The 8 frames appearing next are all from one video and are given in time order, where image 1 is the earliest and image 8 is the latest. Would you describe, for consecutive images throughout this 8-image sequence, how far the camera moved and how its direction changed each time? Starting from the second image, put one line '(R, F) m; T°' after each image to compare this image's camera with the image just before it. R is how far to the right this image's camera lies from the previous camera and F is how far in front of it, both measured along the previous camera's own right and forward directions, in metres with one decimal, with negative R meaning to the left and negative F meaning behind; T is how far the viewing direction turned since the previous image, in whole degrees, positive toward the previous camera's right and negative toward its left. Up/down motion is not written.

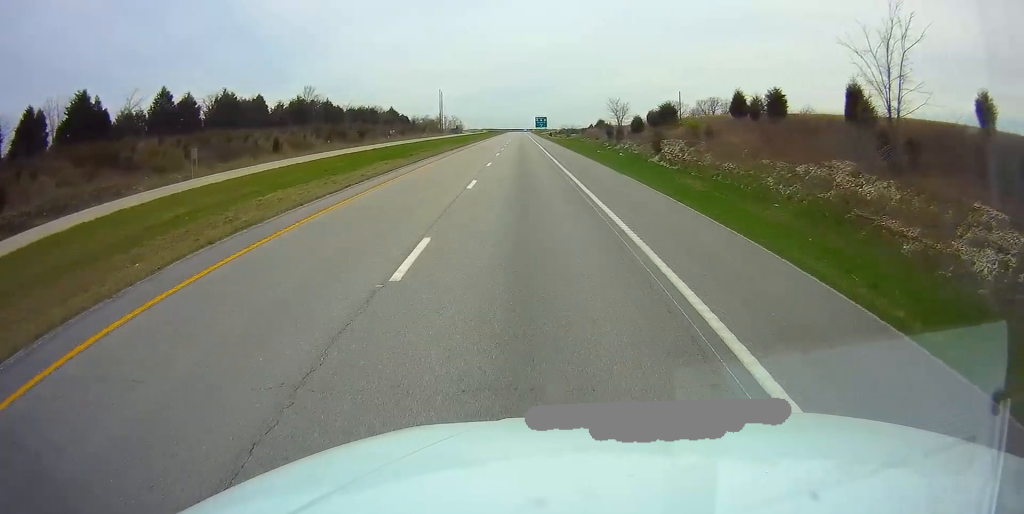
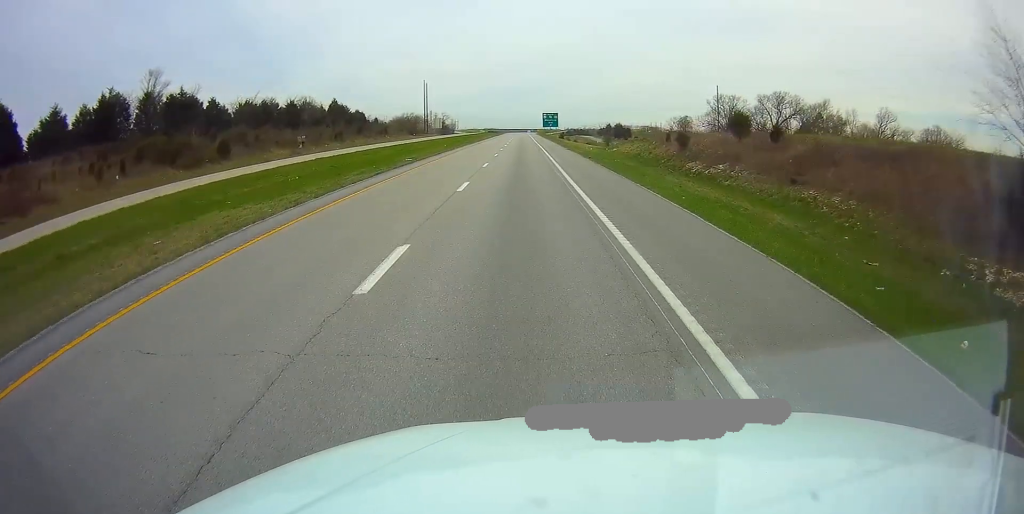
(-0.5, +74.1) m; 0°
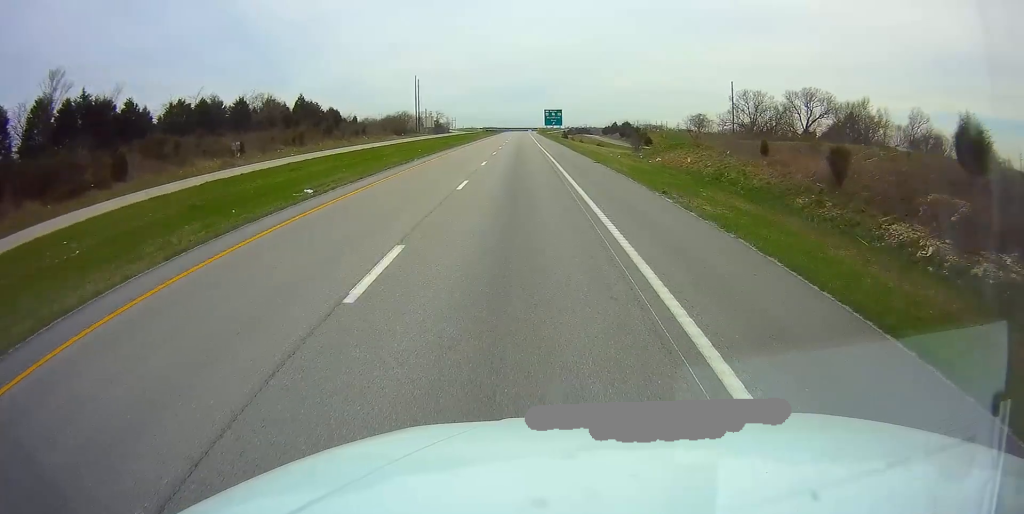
(+0.2, +24.7) m; 0°
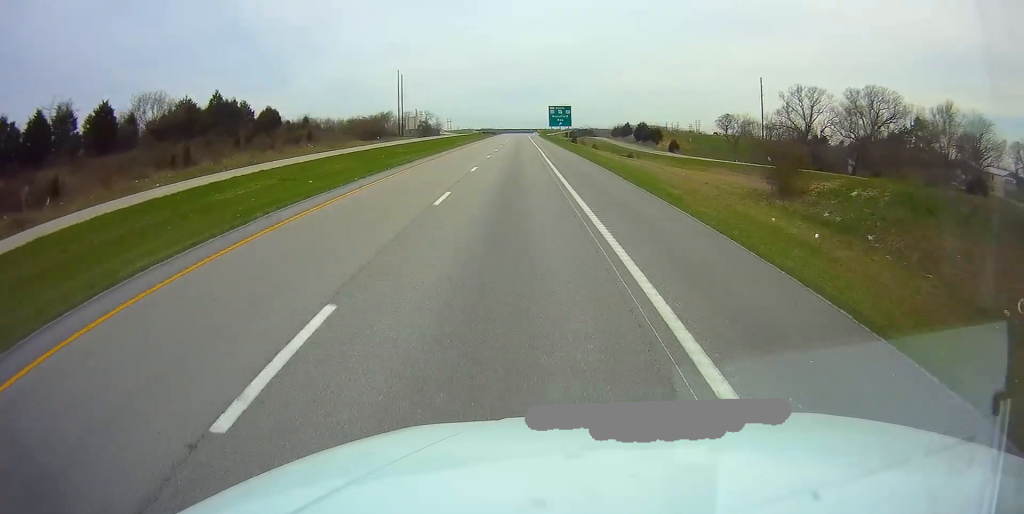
(+0.1, +40.1) m; 0°
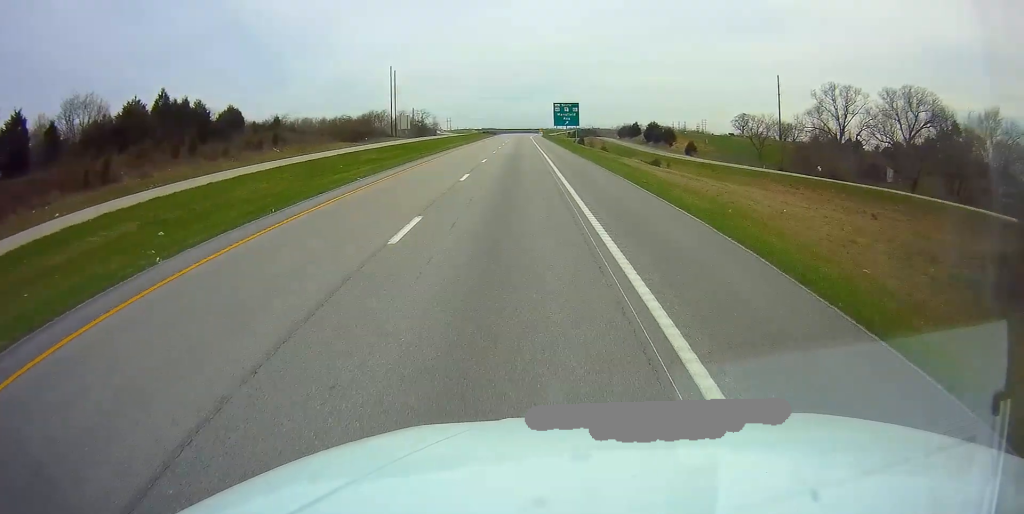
(0.0, +17.5) m; 0°
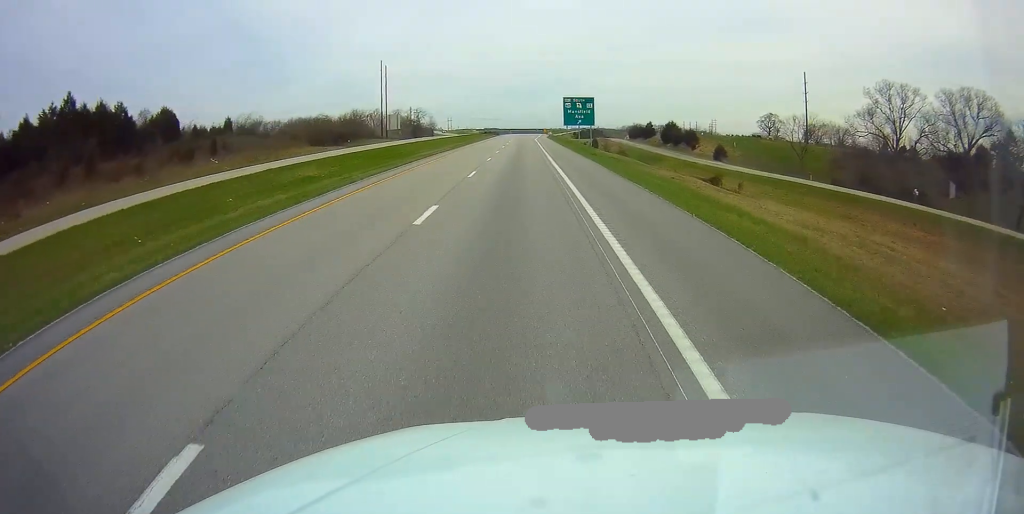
(0.0, +22.6) m; 0°
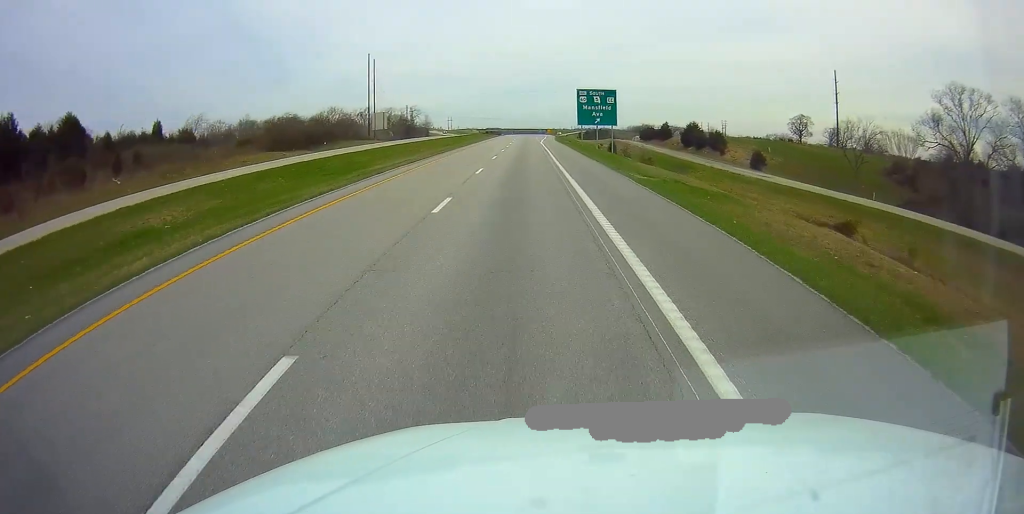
(-0.1, +22.6) m; 0°
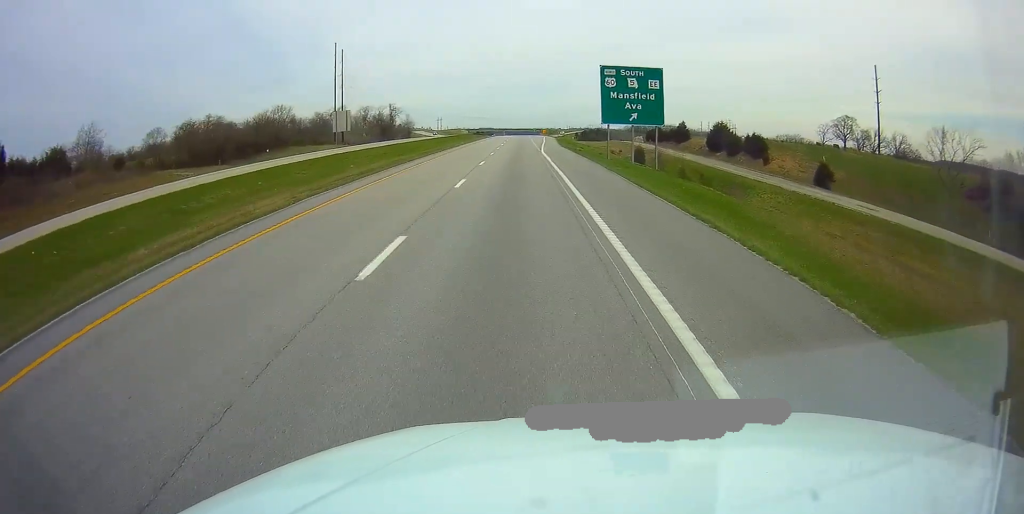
(0.0, +30.8) m; 0°
